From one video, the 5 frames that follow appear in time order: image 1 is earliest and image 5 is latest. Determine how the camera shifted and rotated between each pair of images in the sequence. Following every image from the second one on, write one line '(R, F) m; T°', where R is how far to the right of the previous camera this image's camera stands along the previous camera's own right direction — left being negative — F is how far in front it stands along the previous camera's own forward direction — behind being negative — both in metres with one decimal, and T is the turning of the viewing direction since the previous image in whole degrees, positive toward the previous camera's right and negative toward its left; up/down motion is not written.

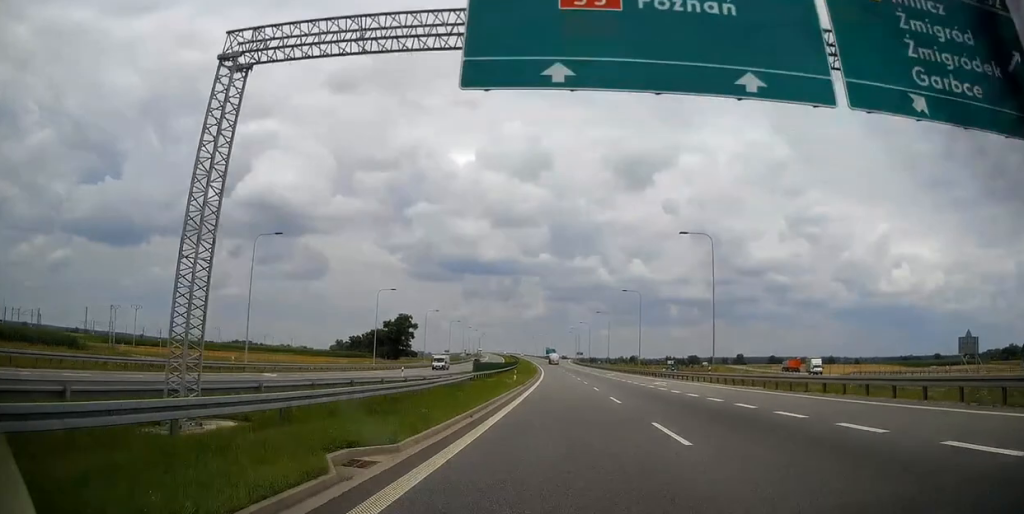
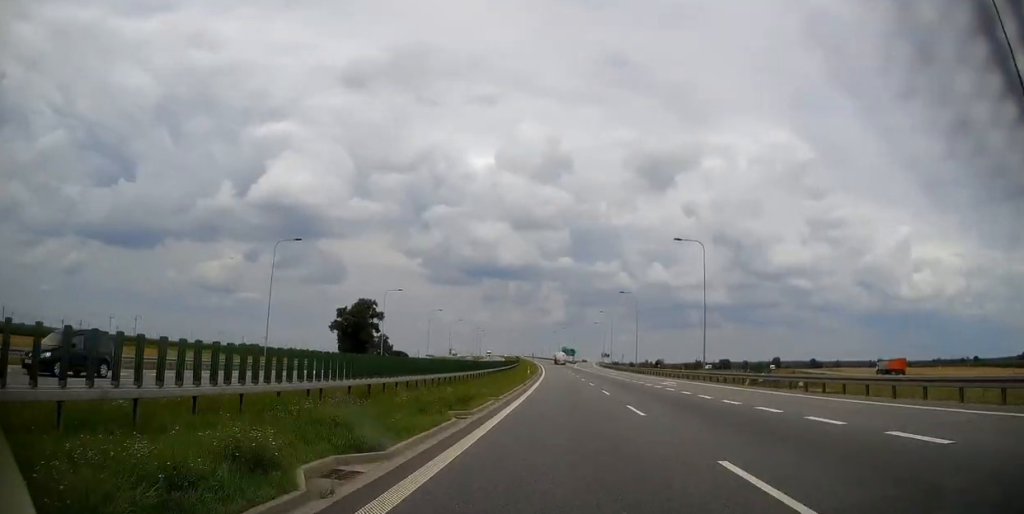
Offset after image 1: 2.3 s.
(-1.5, +77.8) m; -2°
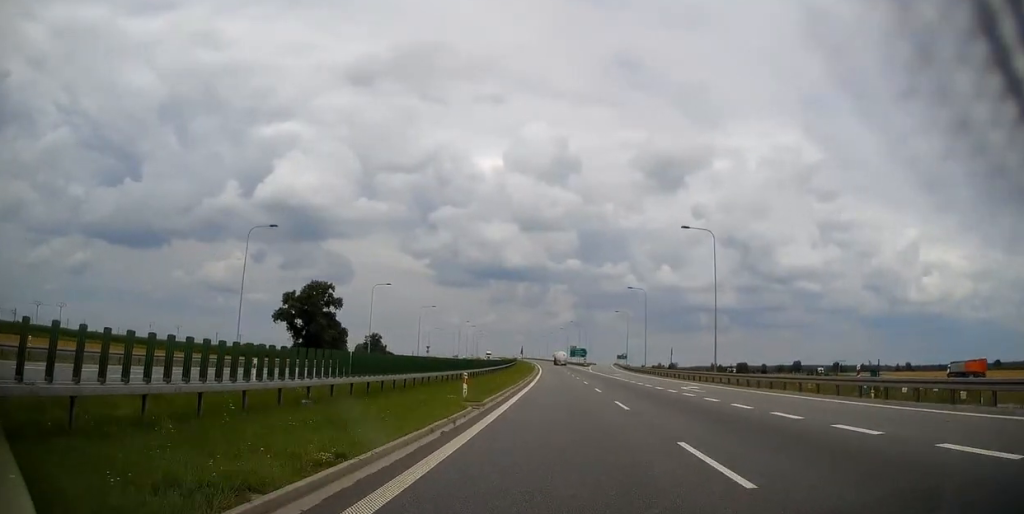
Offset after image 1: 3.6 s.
(-0.2, +45.5) m; -1°
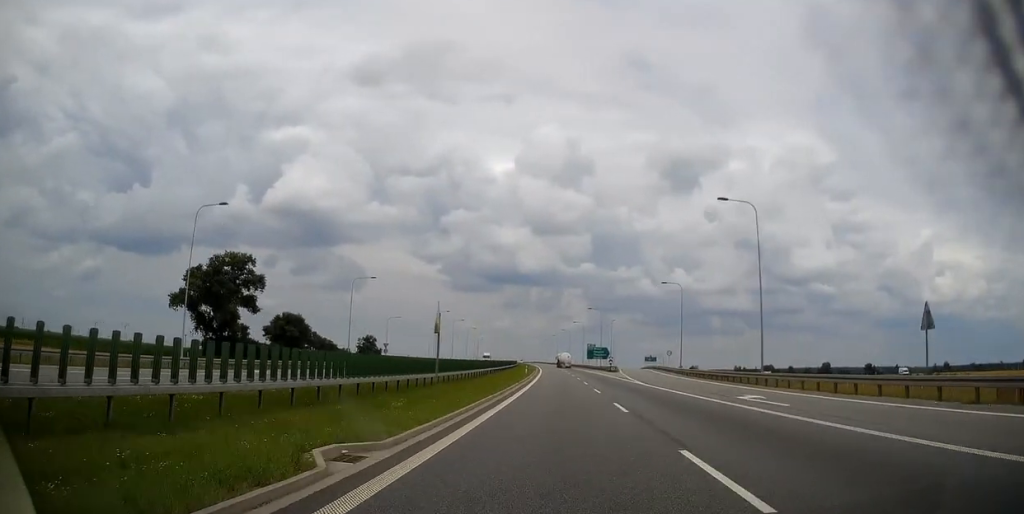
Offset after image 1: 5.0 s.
(-0.4, +47.8) m; -1°
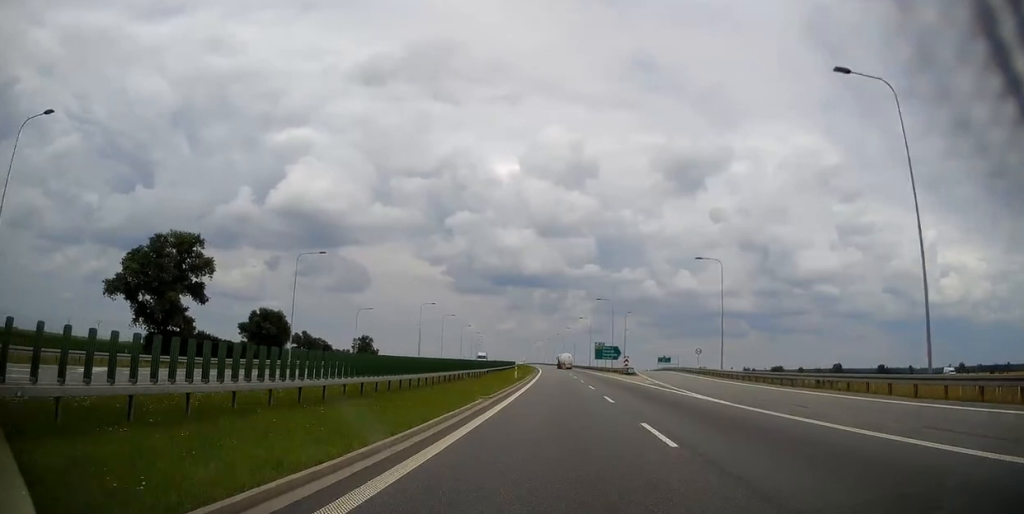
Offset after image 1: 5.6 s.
(-0.1, +19.3) m; -1°
